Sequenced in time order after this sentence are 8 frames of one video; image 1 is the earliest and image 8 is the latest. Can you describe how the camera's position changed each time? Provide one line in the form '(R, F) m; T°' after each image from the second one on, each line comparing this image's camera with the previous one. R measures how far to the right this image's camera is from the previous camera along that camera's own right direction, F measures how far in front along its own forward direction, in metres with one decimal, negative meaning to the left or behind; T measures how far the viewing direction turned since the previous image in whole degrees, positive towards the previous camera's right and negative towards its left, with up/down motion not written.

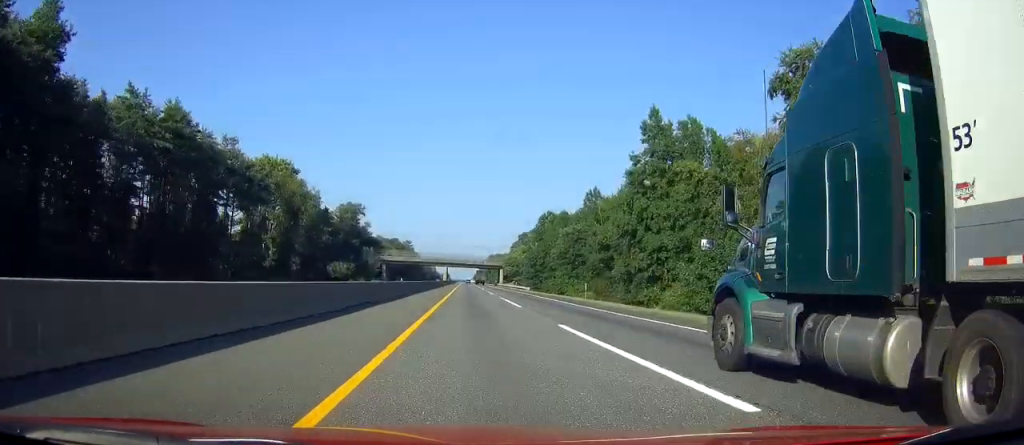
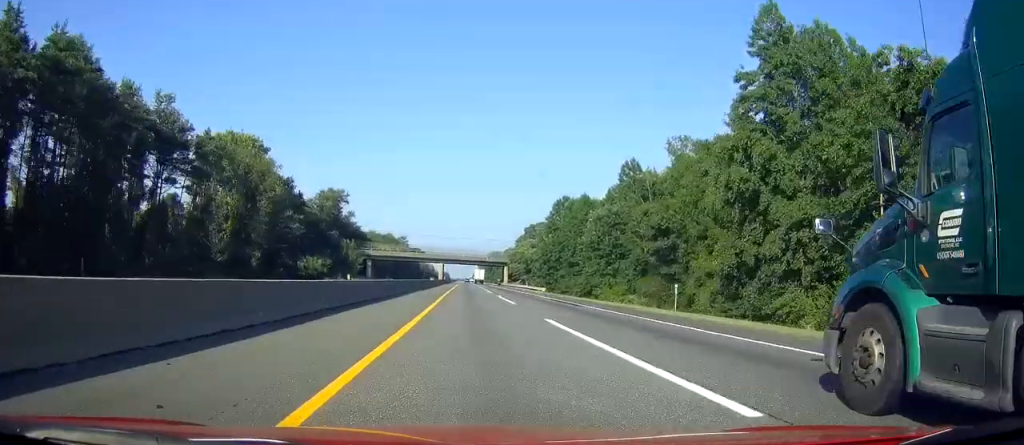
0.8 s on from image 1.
(+0.1, +25.7) m; 0°
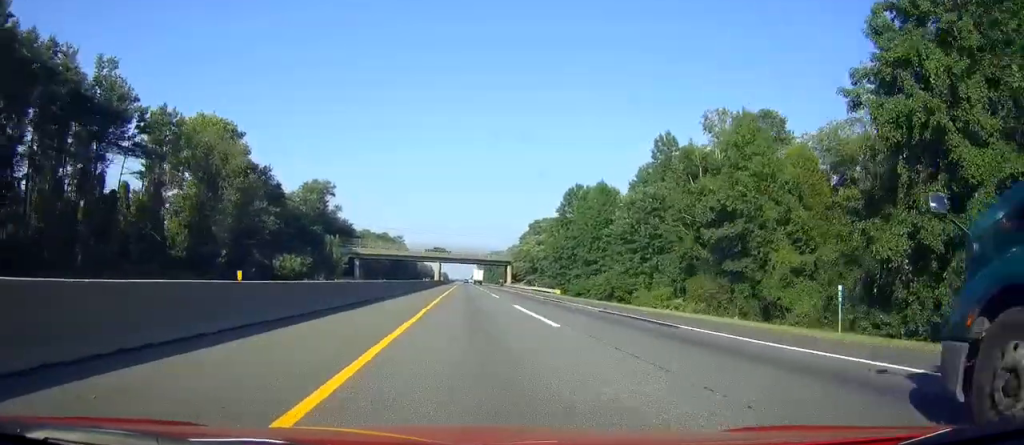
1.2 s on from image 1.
(0.0, +15.7) m; 0°
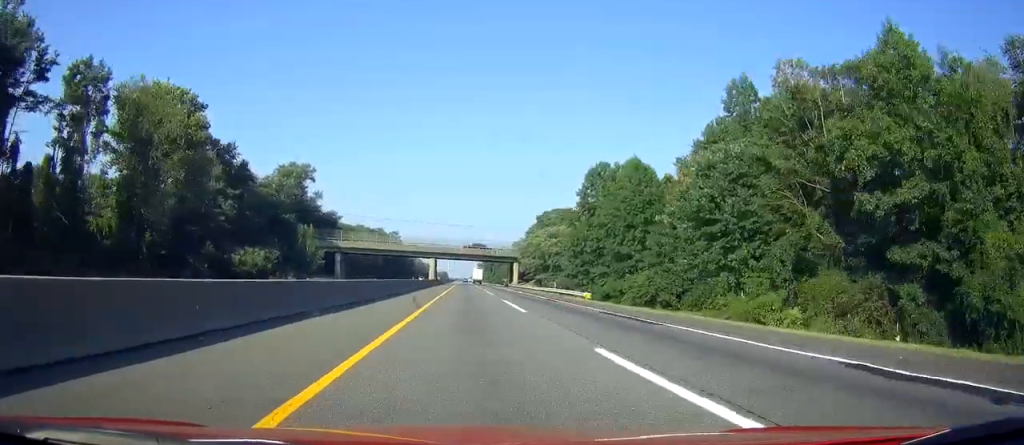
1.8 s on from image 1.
(0.0, +20.1) m; 0°
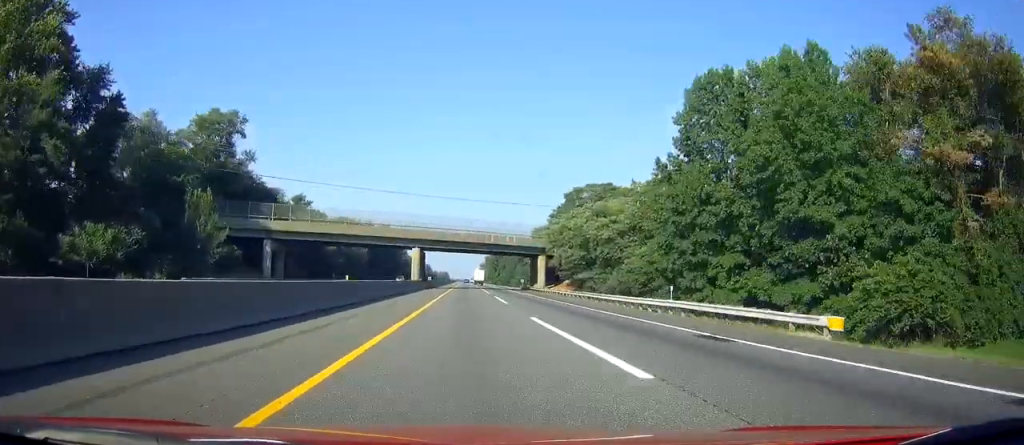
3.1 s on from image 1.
(0.0, +42.4) m; 0°
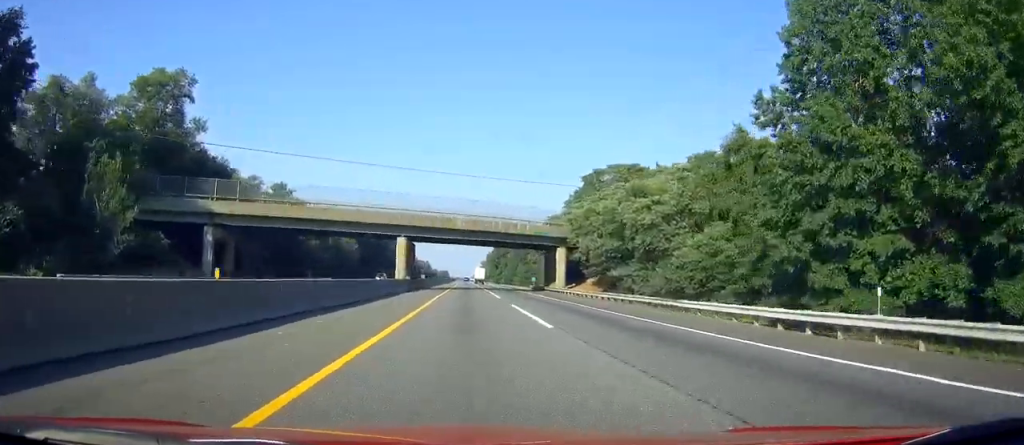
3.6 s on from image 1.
(0.0, +17.8) m; 0°
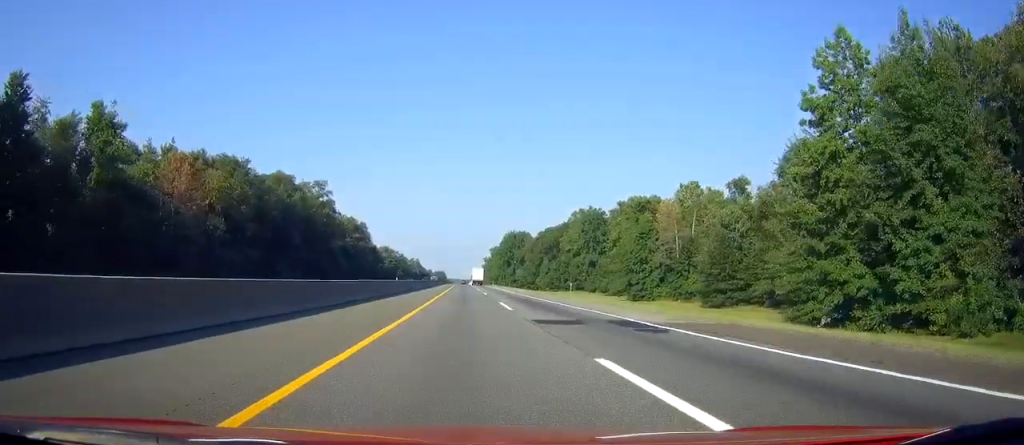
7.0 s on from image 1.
(0.0, +111.1) m; 0°
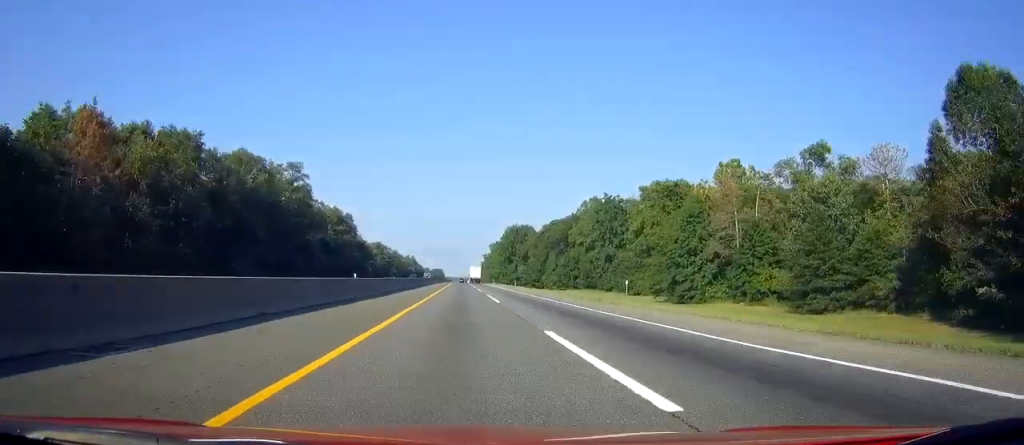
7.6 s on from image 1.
(0.0, +22.2) m; 0°
